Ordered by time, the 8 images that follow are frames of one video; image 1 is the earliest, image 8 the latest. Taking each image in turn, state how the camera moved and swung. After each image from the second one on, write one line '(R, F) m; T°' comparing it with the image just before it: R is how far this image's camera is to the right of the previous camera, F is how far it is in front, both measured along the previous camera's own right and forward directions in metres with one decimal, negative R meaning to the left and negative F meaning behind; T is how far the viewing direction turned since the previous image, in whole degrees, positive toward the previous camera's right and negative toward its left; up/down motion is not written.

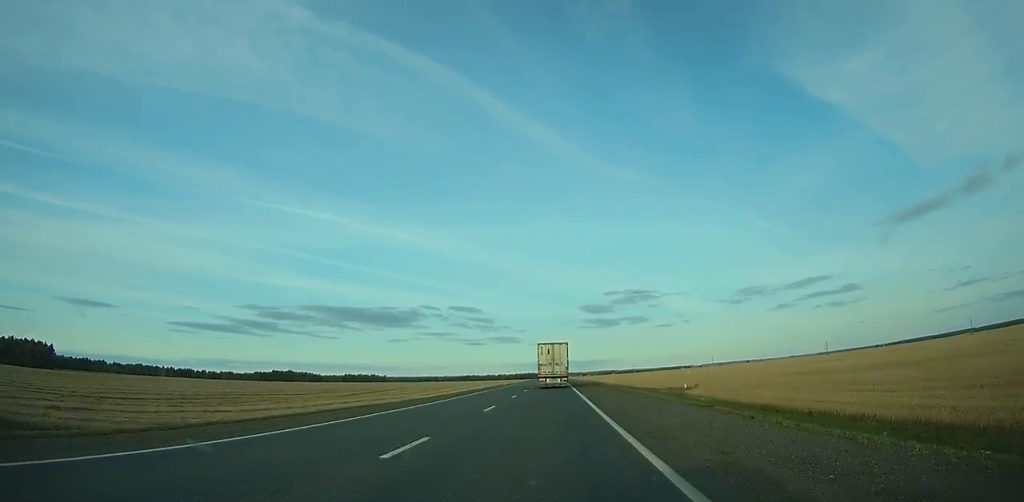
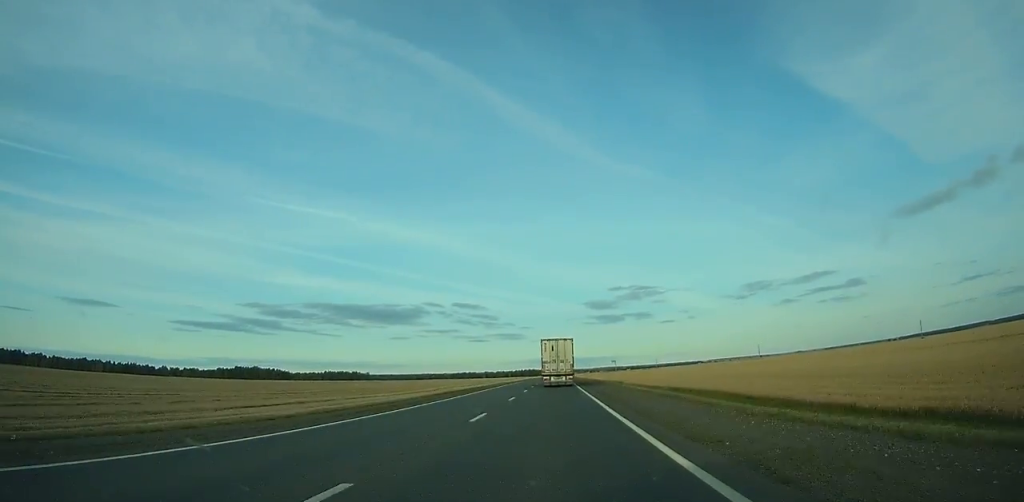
(-1.1, +150.9) m; -1°
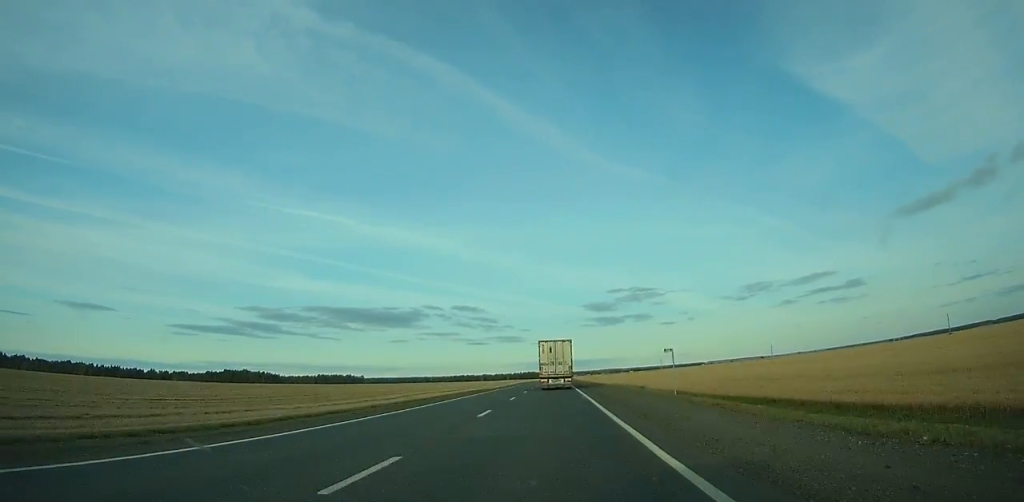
(-0.1, +33.7) m; 0°
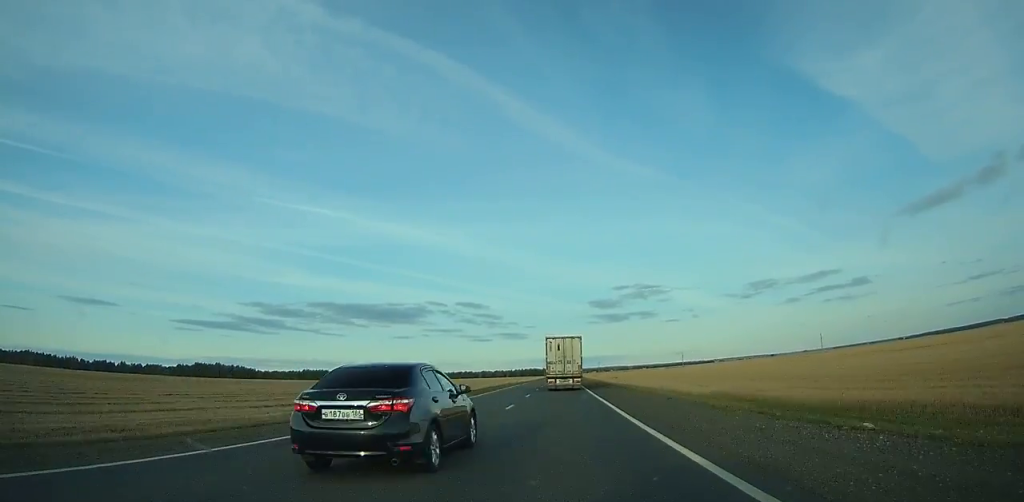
(+0.3, +91.9) m; 0°
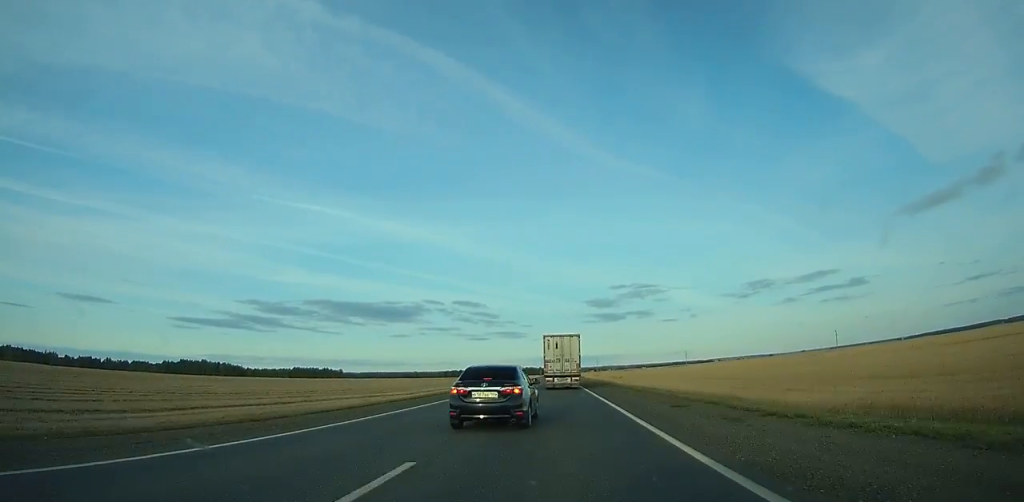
(0.0, +29.0) m; 0°
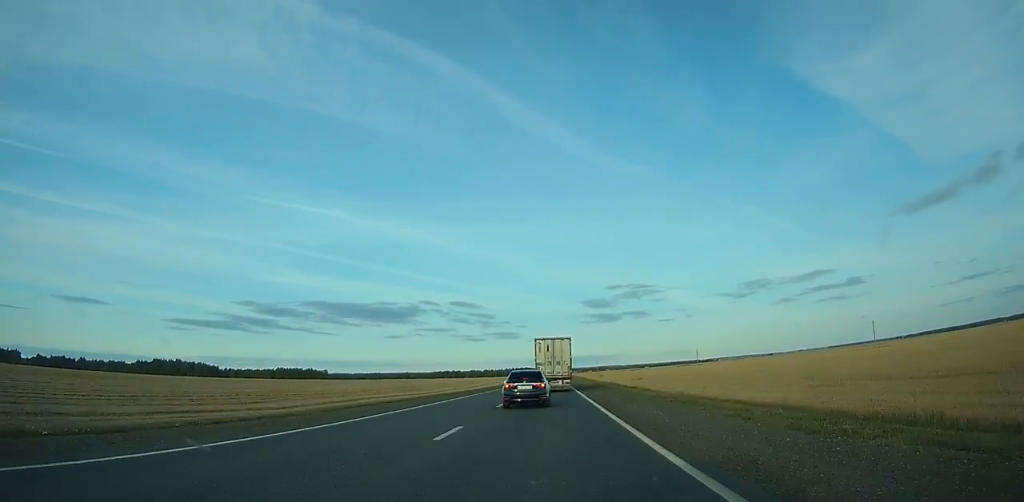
(0.0, +54.9) m; 0°
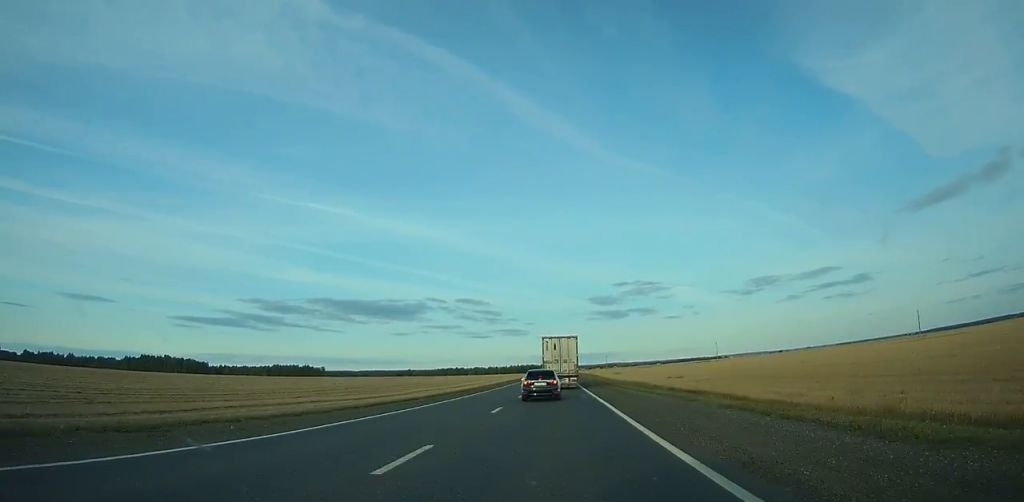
(+0.1, +41.1) m; 0°
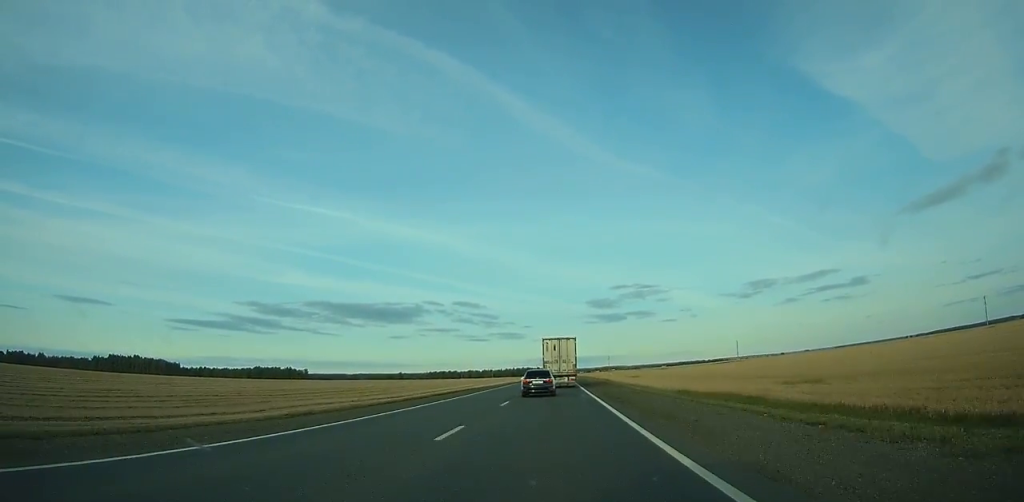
(0.0, +57.9) m; 0°
